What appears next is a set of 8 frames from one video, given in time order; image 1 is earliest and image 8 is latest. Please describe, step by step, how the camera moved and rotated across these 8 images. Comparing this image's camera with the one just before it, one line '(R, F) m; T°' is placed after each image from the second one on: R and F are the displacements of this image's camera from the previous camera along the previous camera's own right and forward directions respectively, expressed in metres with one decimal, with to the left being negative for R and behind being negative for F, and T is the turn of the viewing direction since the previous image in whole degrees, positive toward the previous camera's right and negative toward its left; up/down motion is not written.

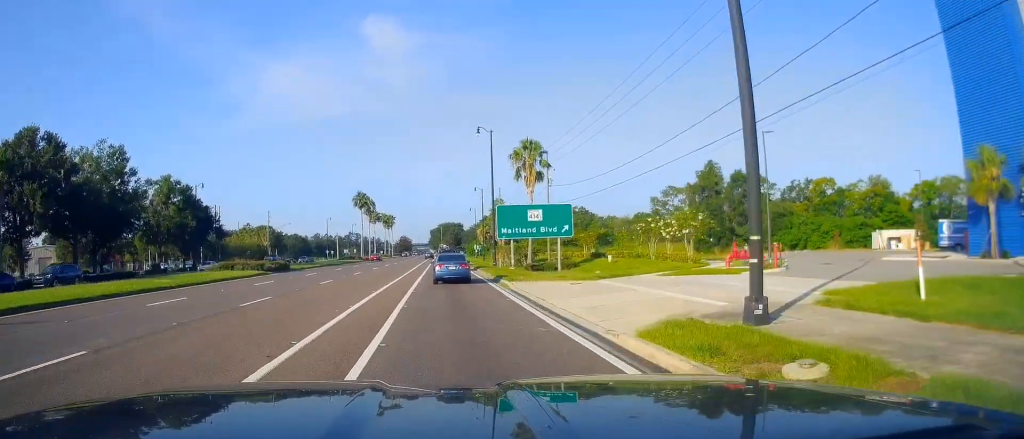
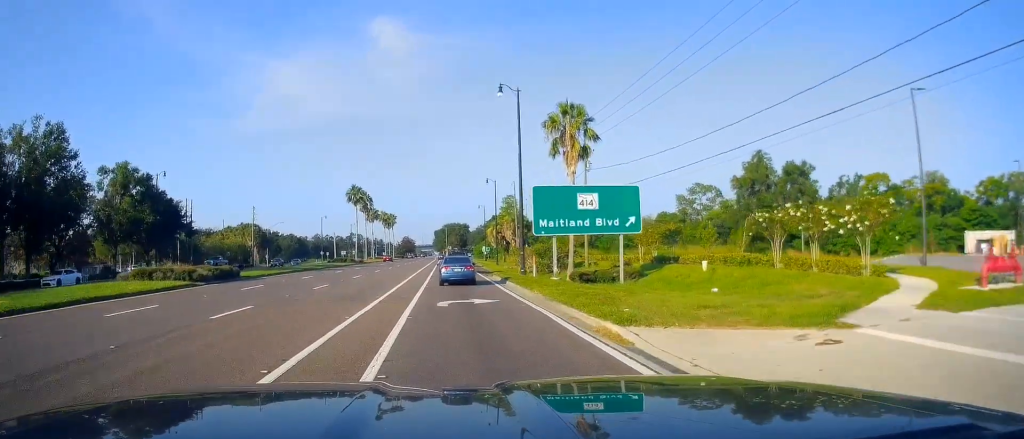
(-0.2, +15.2) m; 0°
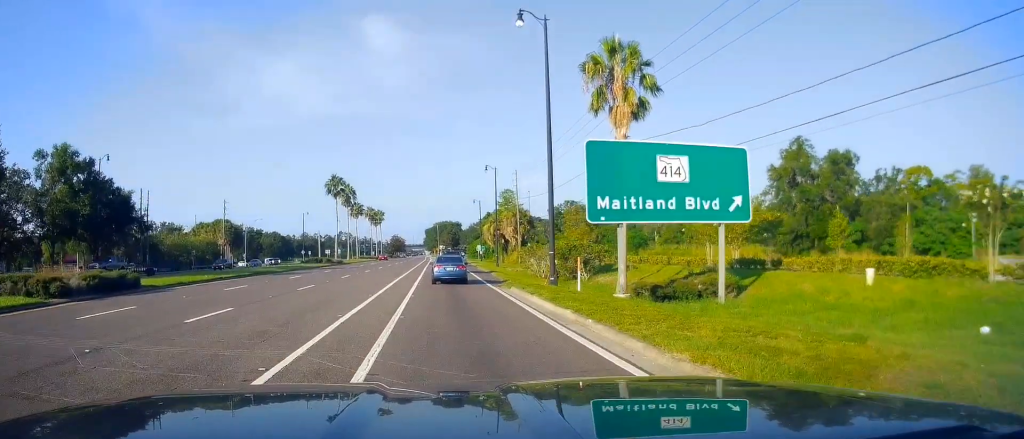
(0.0, +13.1) m; -1°
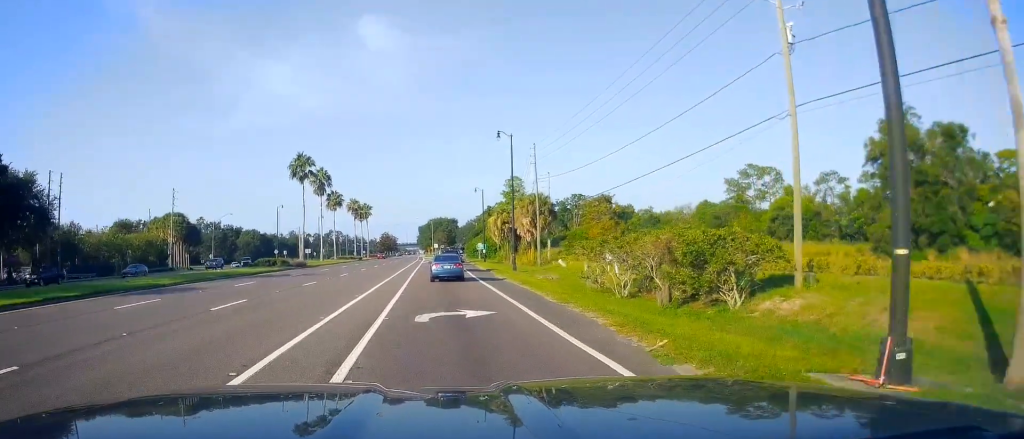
(-0.3, +22.3) m; 0°
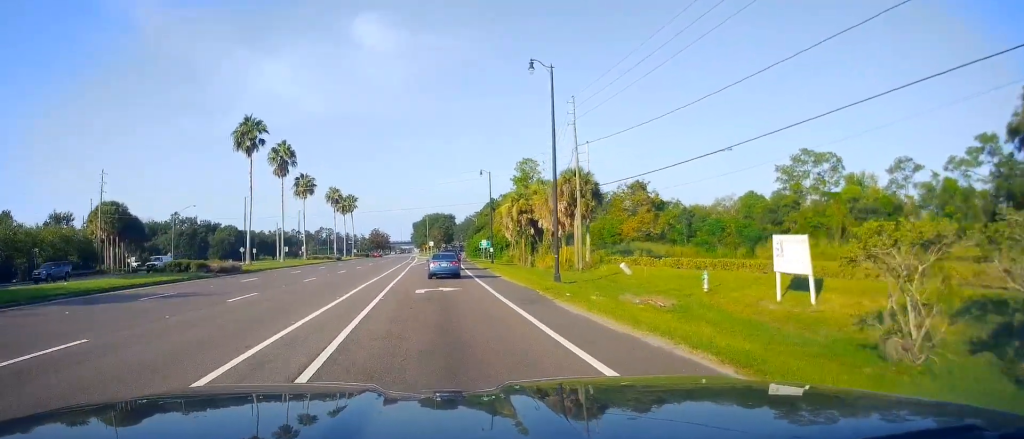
(+0.7, +21.6) m; +2°
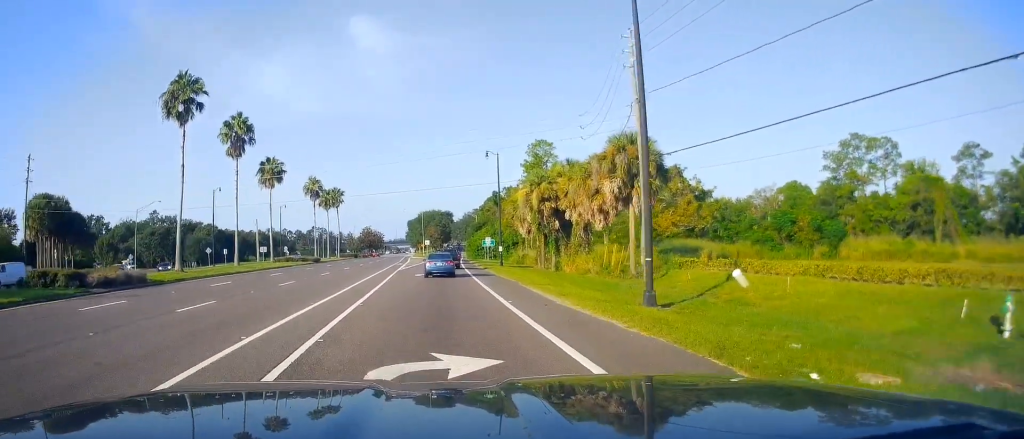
(-0.2, +15.9) m; -1°
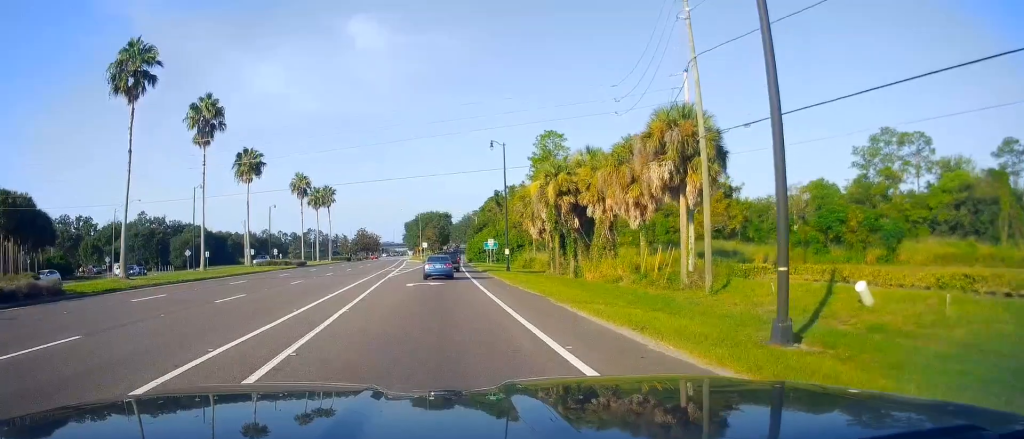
(0.0, +7.9) m; +1°
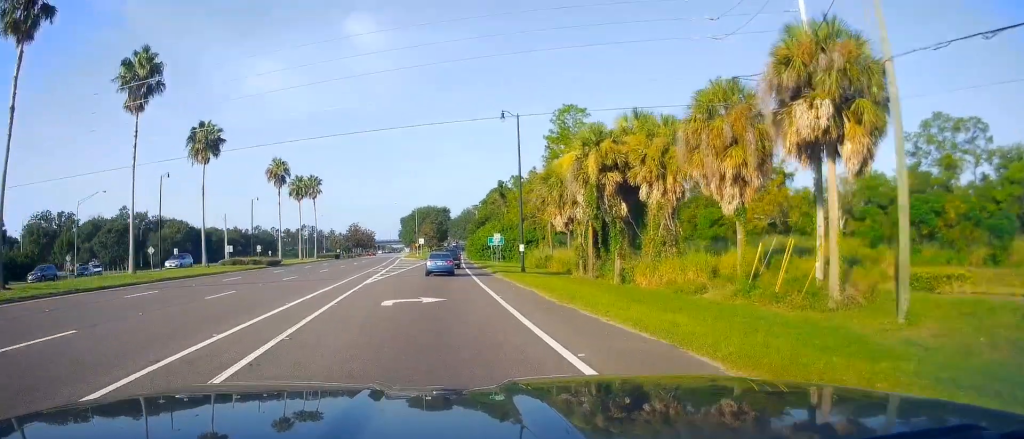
(+0.1, +11.5) m; +1°
